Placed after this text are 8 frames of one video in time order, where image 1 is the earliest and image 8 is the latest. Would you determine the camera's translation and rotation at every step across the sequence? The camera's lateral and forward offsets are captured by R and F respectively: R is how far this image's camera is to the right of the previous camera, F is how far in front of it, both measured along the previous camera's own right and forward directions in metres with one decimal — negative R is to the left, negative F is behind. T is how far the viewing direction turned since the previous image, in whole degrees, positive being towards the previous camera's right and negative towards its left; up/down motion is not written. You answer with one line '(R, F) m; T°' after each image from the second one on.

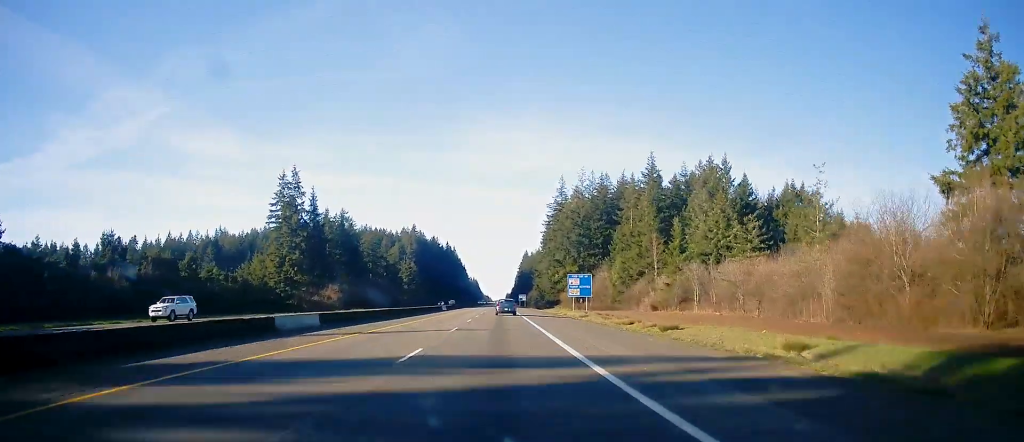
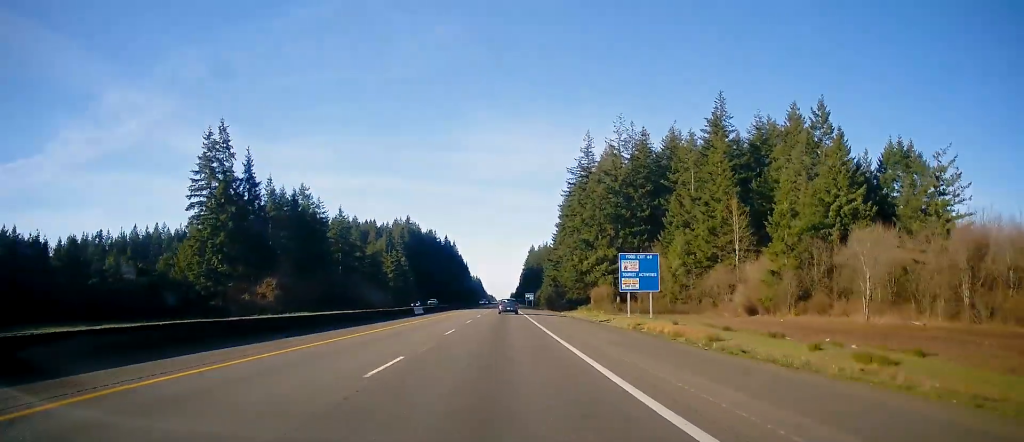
(0.0, +38.9) m; 0°
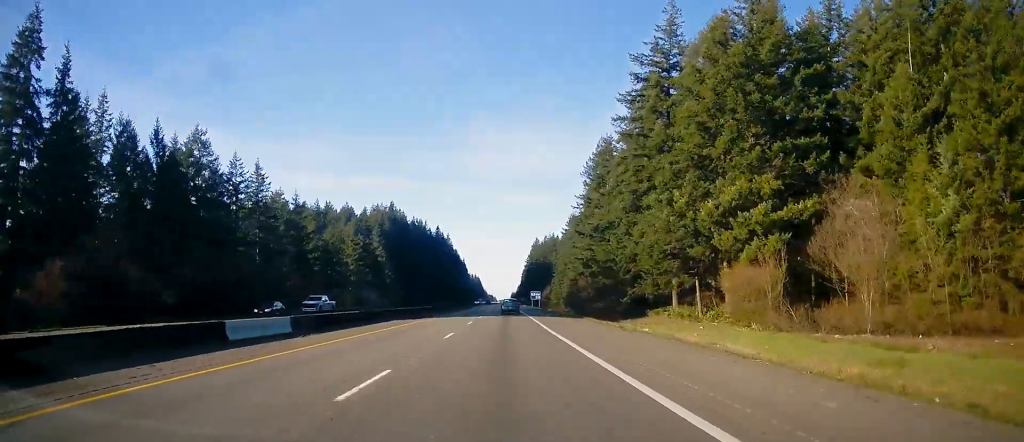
(0.0, +51.1) m; 0°
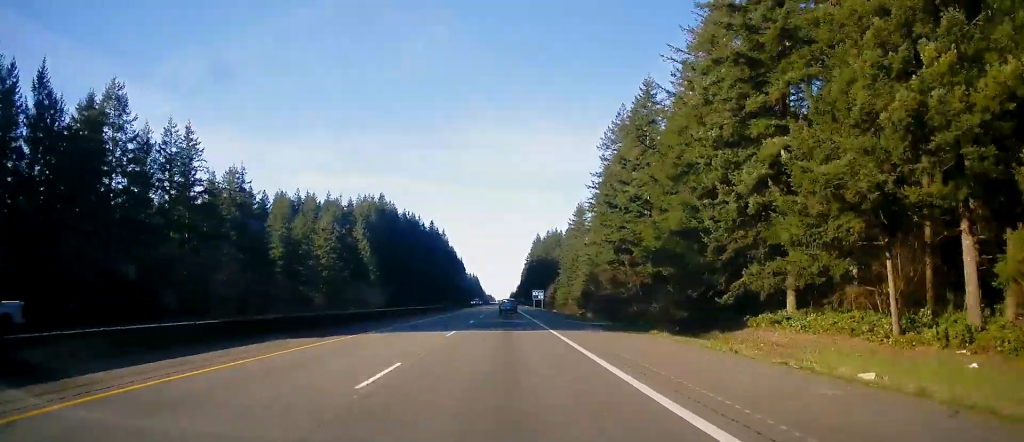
(0.0, +23.3) m; 0°
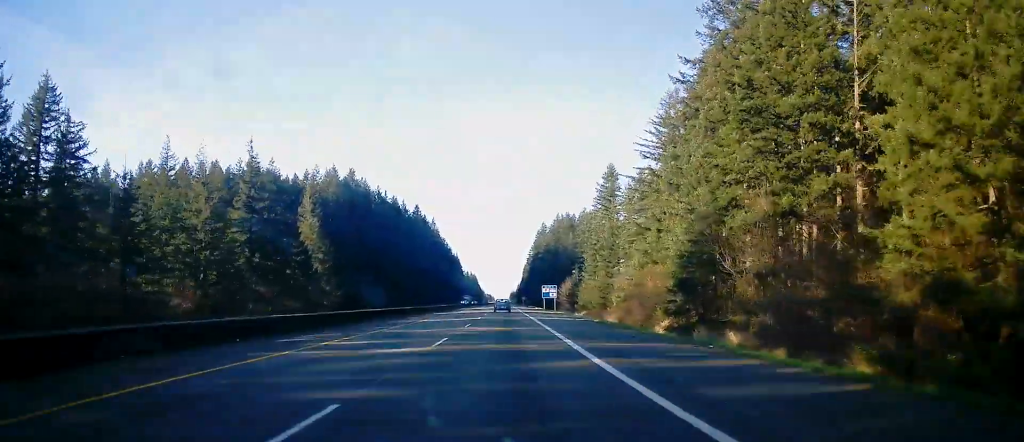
(0.0, +53.3) m; 0°
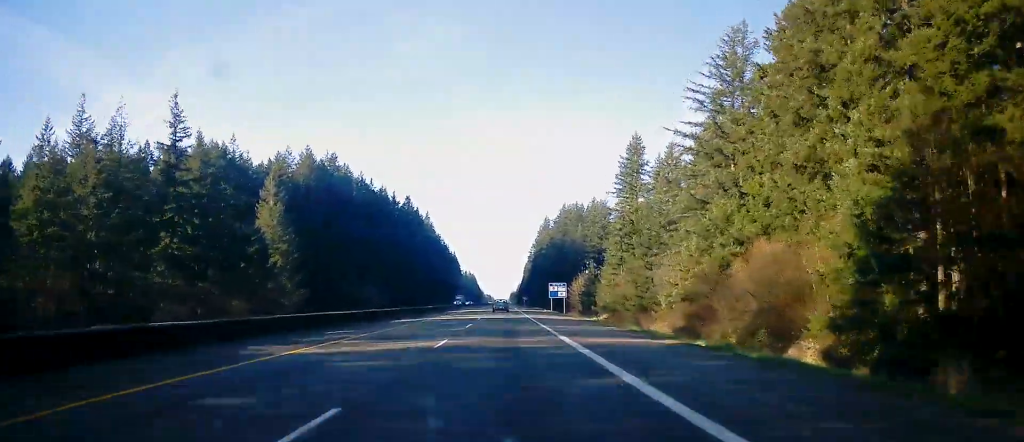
(0.0, +24.4) m; 0°
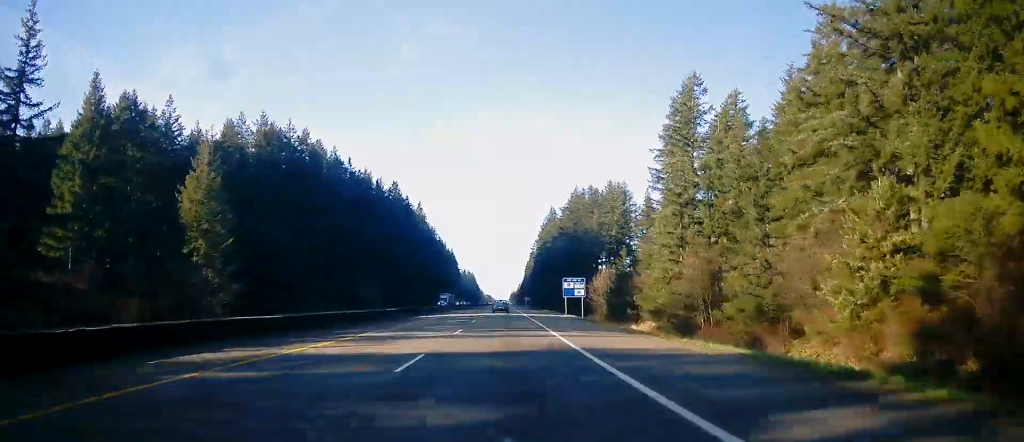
(0.0, +29.9) m; 0°
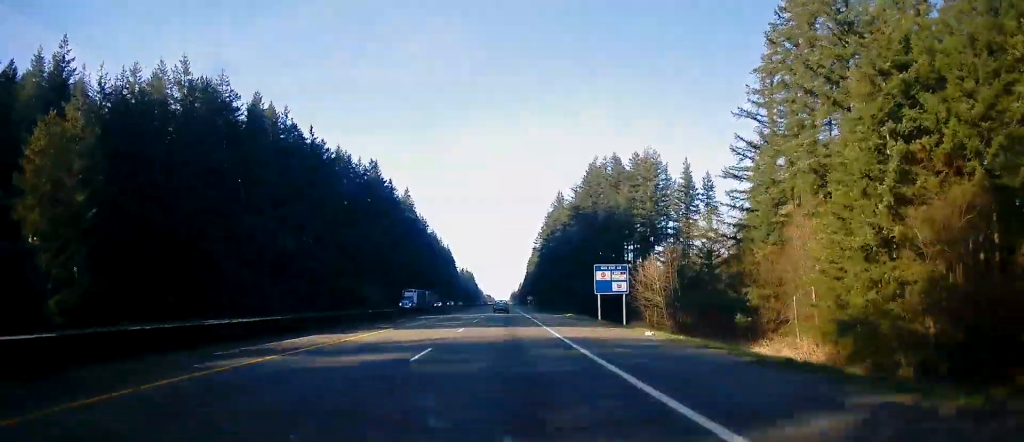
(0.0, +34.3) m; 0°
